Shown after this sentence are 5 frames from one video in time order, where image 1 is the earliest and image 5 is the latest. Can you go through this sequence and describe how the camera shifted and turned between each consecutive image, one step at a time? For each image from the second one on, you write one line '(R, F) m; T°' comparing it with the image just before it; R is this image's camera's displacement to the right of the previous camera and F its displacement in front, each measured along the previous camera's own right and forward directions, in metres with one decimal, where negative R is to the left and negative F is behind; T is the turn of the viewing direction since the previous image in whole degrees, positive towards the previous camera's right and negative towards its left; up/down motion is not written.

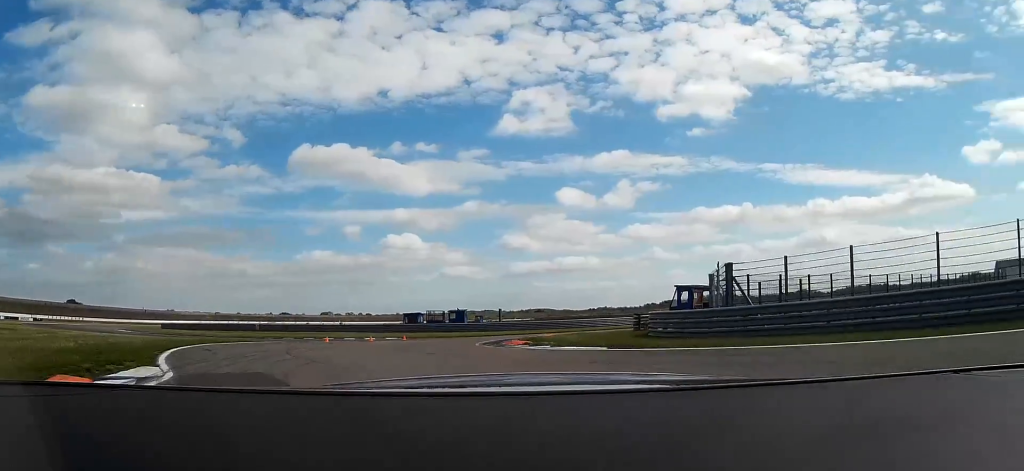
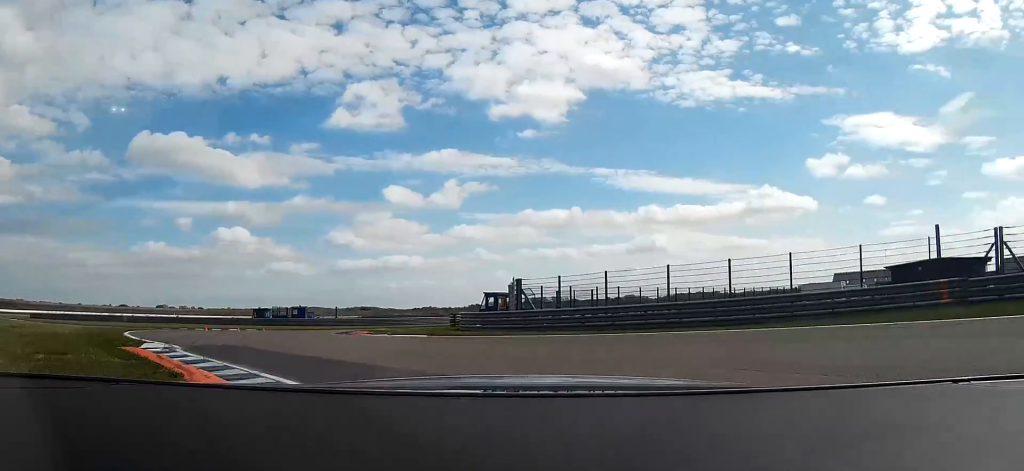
(+0.9, +8.5) m; +6°
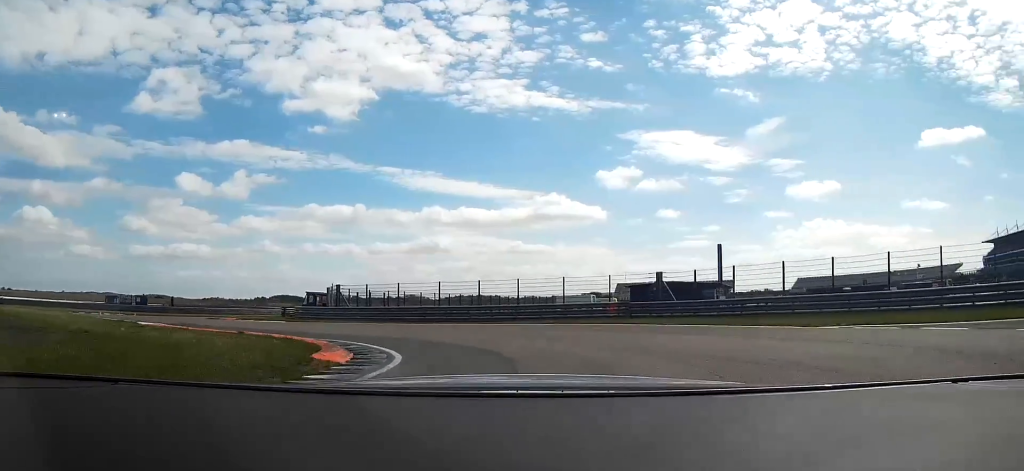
(+1.3, +14.4) m; +8°
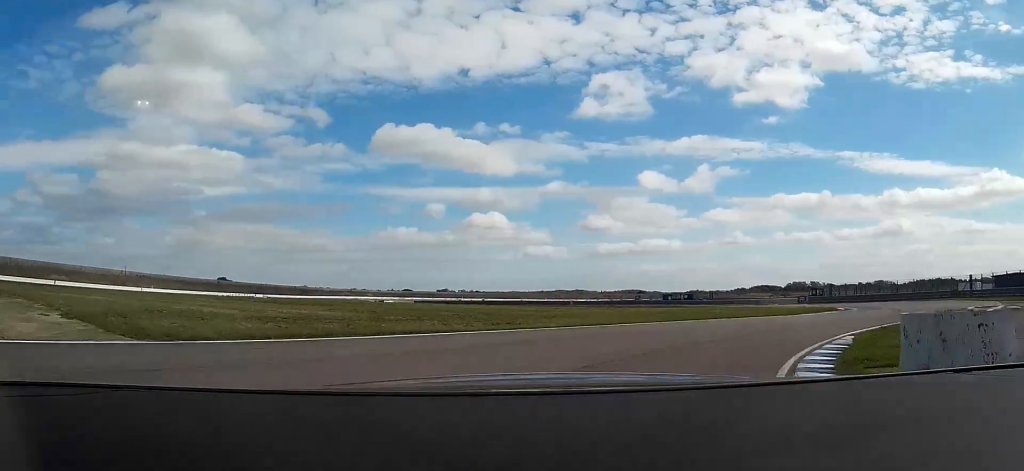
(-0.1, +41.4) m; -26°
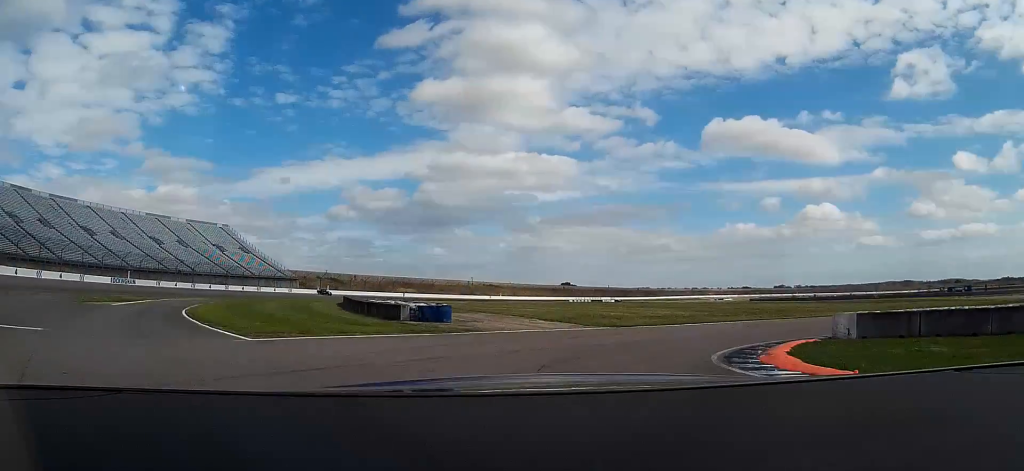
(-7.5, +18.0) m; -35°
